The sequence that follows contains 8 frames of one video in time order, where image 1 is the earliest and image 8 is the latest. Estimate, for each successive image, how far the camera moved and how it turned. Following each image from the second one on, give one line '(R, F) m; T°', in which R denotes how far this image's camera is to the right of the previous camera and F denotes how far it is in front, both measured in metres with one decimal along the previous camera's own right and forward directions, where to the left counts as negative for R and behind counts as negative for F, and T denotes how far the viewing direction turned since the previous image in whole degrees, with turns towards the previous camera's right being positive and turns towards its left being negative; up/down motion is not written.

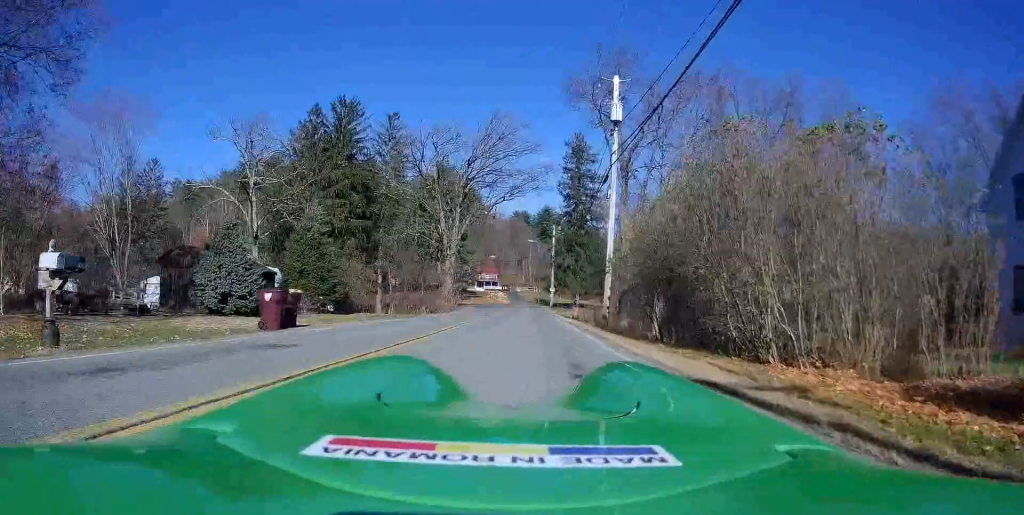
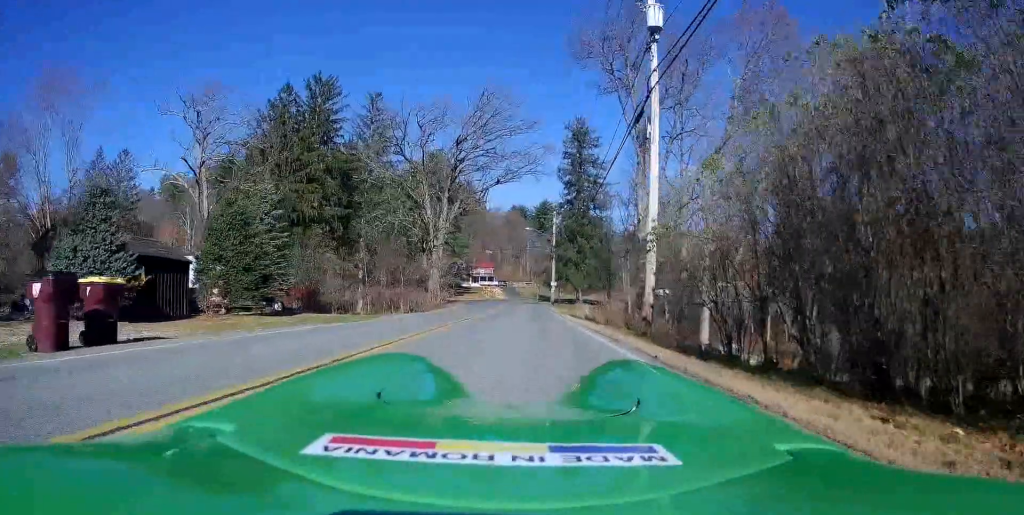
(-0.3, +8.5) m; +3°
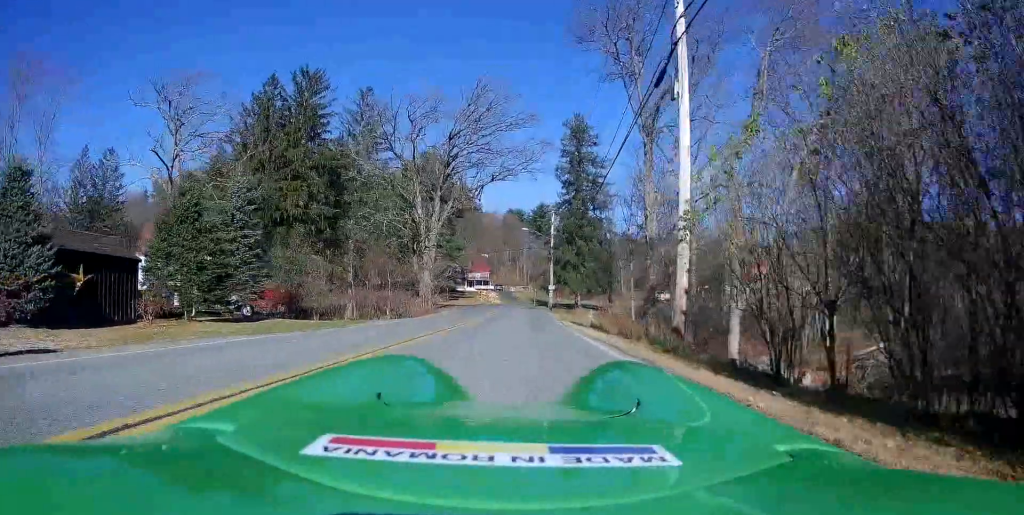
(+0.1, +3.2) m; +3°
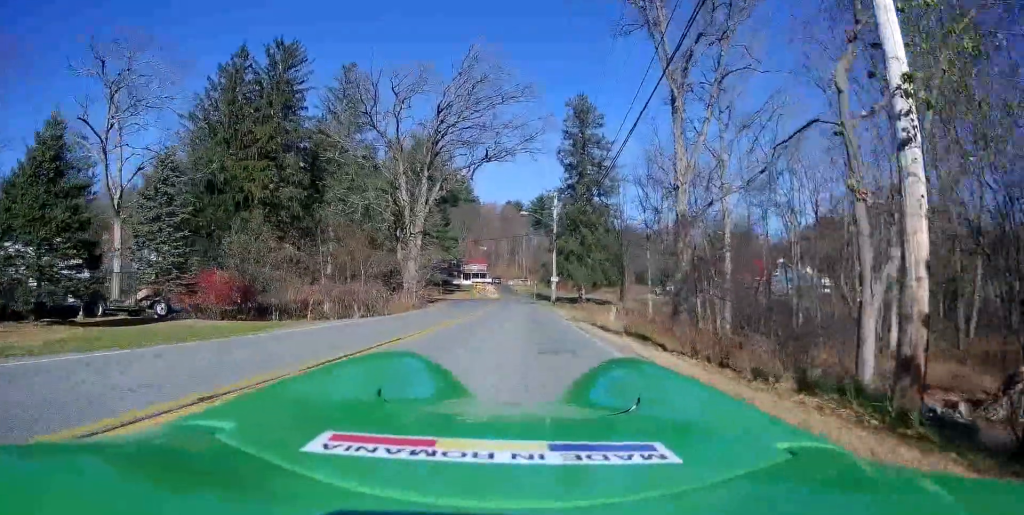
(+0.4, +7.6) m; +3°
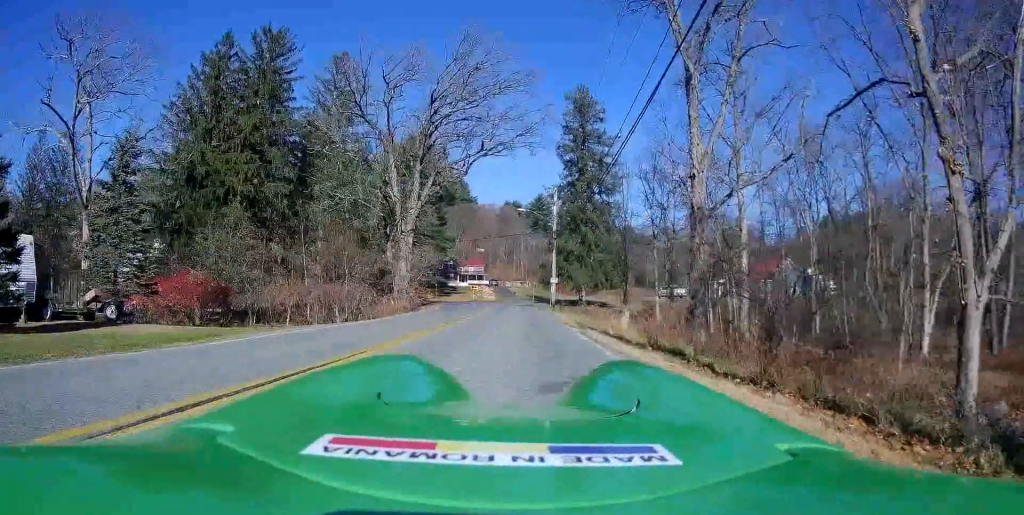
(0.0, +3.1) m; 0°
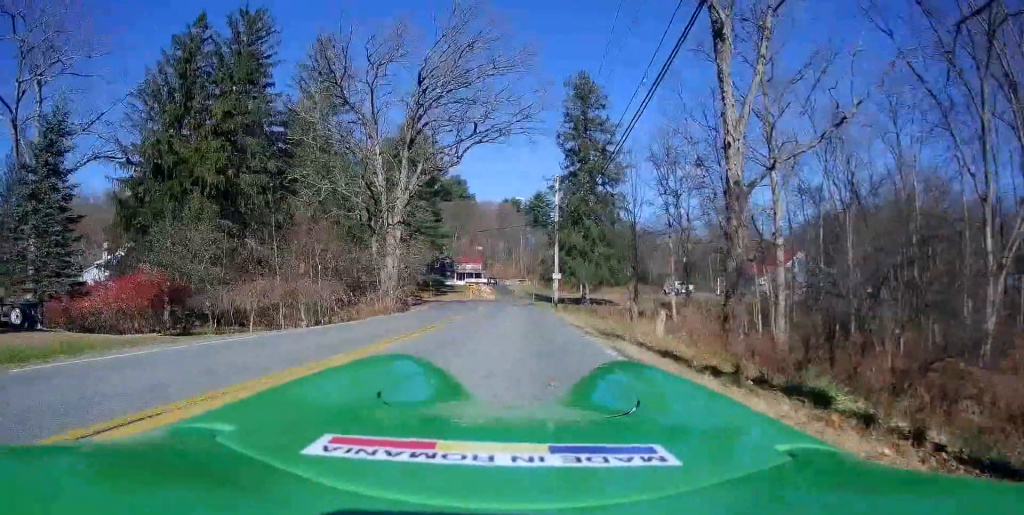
(0.0, +4.9) m; +3°
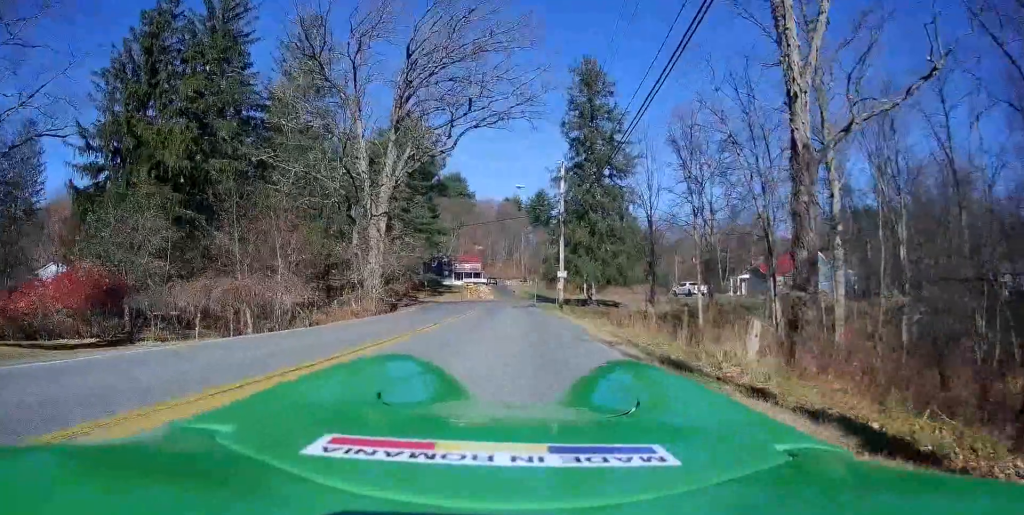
(+0.3, +5.9) m; +2°
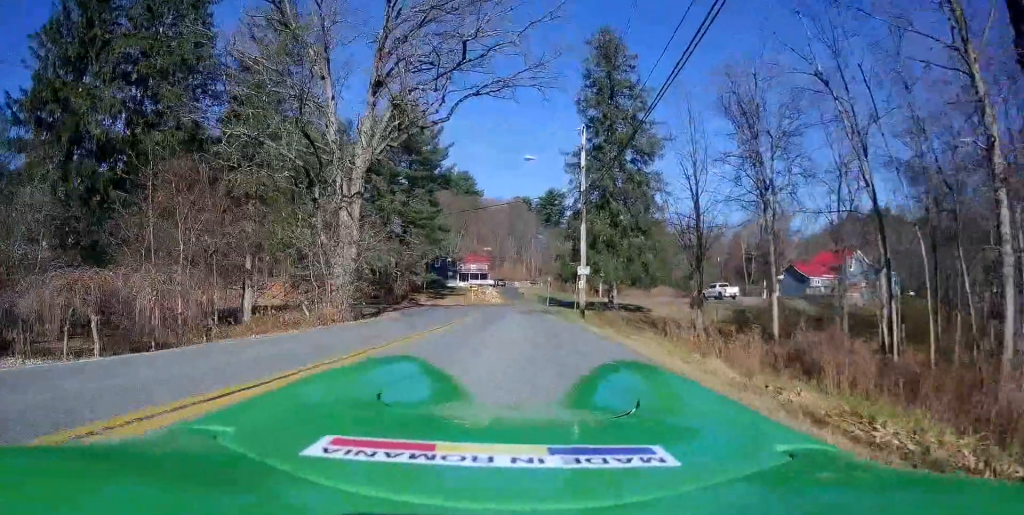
(0.0, +9.0) m; -4°
